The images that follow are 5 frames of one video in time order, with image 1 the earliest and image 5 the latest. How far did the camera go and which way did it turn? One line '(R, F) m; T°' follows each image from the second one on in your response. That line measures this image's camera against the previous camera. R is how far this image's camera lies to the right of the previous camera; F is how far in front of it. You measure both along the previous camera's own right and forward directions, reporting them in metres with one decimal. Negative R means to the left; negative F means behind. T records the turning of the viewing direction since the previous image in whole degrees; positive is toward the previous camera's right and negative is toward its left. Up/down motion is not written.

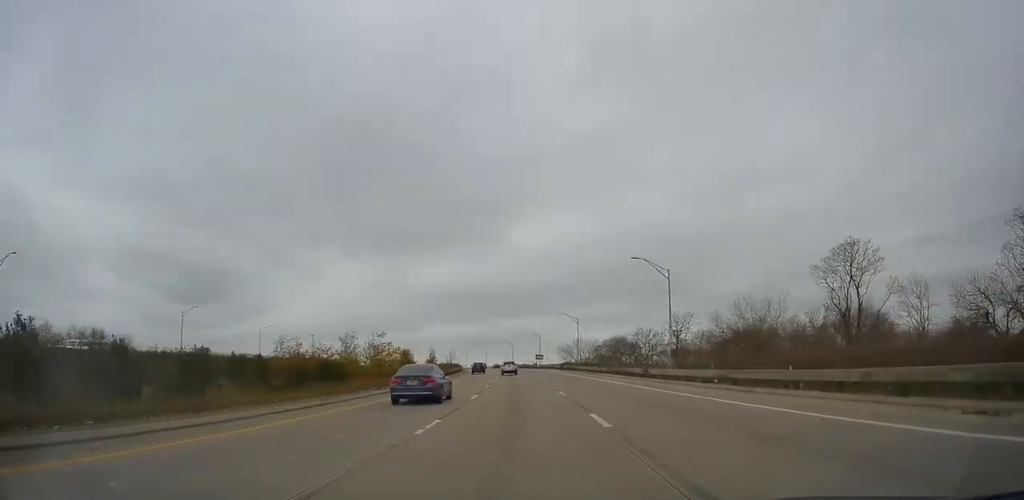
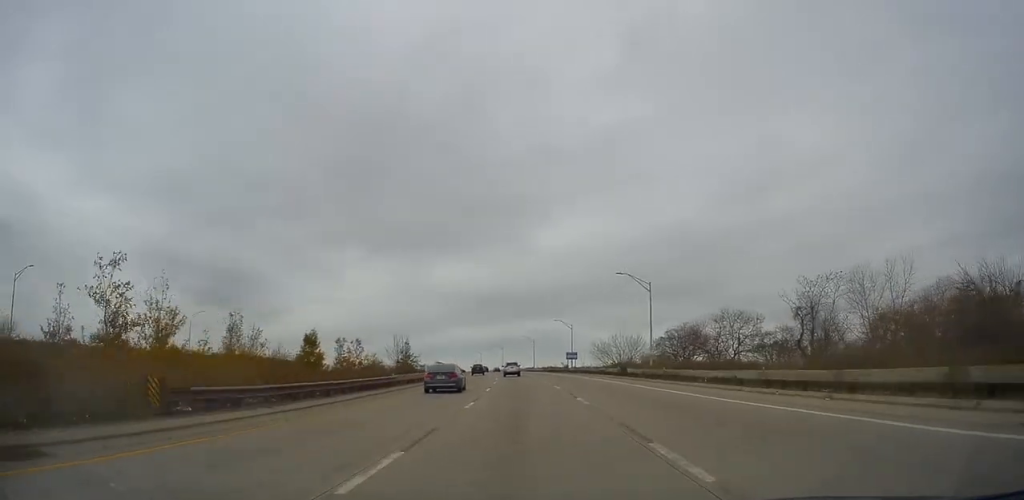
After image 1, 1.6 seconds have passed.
(-0.5, +41.9) m; -2°
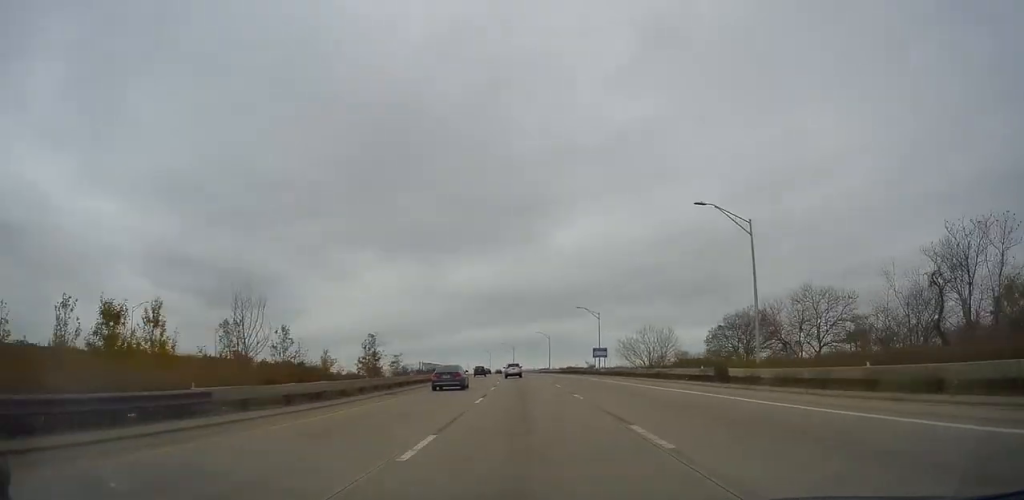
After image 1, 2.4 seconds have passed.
(-0.4, +22.1) m; -2°
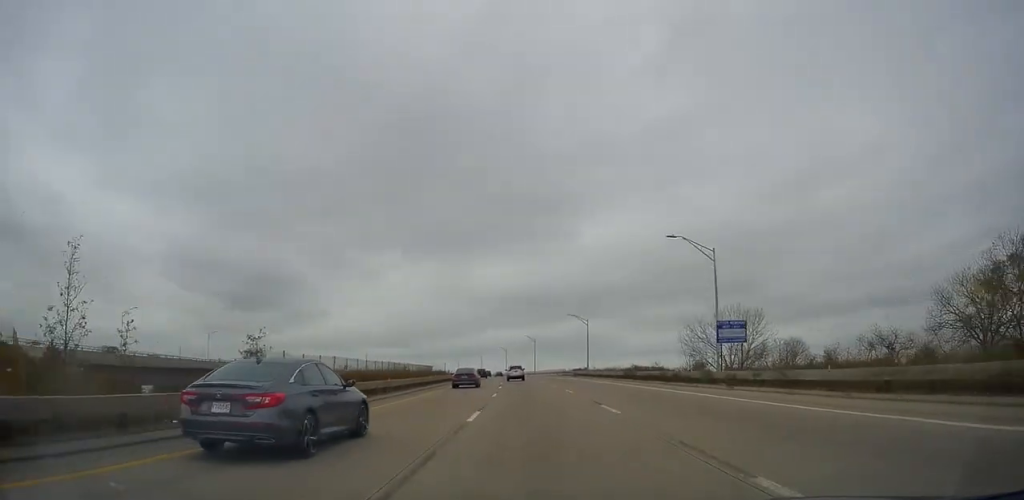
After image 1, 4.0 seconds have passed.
(-0.8, +43.1) m; -2°
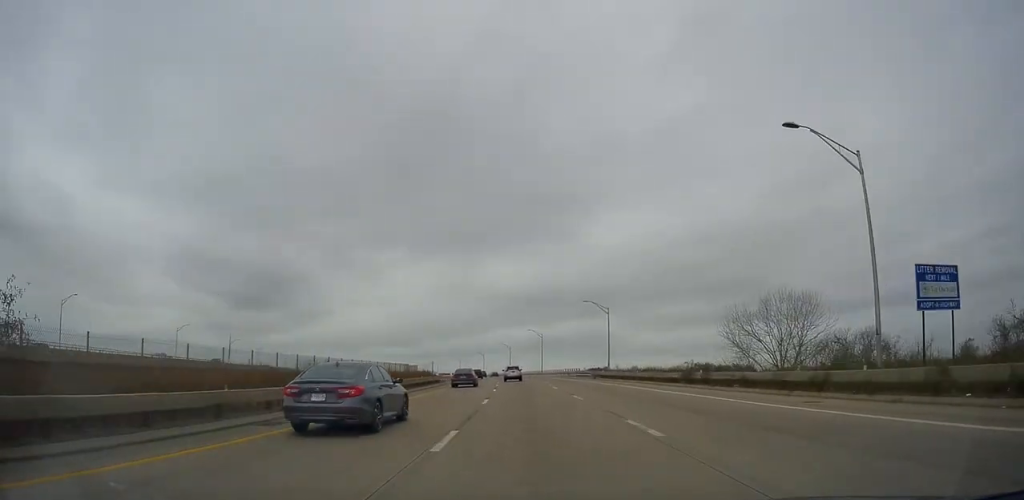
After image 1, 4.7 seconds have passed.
(-0.2, +17.6) m; -1°
